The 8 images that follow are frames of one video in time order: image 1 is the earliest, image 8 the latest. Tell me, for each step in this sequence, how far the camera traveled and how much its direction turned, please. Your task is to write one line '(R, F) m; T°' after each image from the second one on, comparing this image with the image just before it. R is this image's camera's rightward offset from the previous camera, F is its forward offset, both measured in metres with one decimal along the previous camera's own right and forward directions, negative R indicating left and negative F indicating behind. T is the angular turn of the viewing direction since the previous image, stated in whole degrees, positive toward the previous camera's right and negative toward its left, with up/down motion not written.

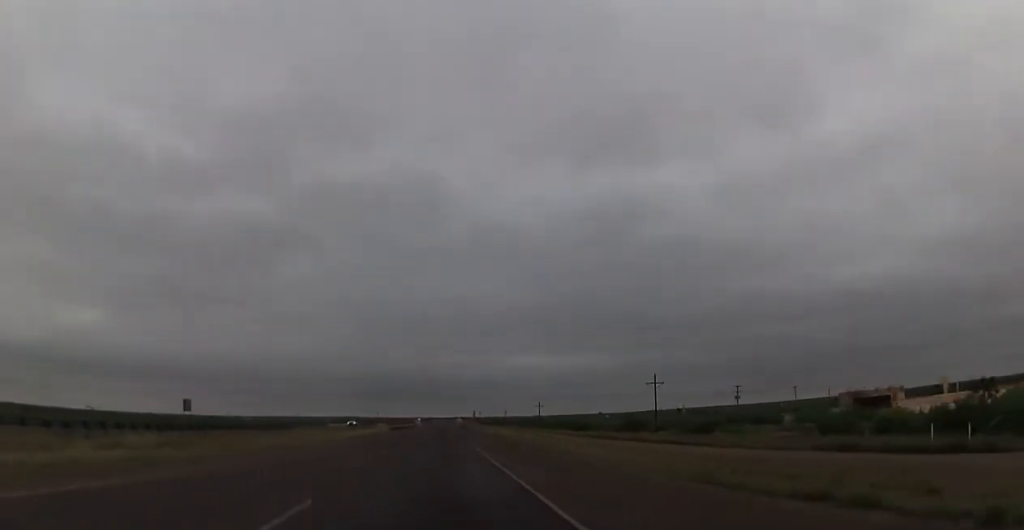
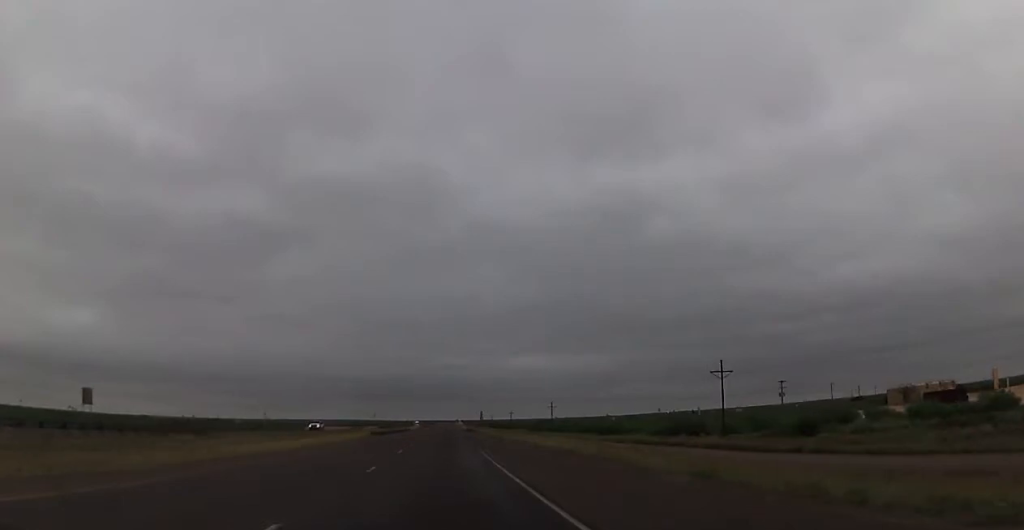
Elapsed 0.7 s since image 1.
(+0.3, +26.9) m; 0°
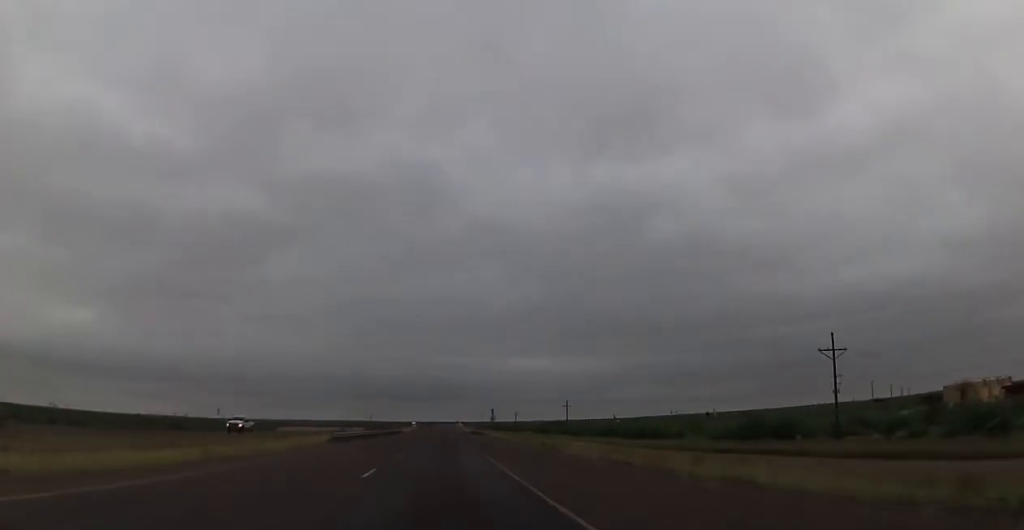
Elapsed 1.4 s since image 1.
(-0.5, +25.6) m; -1°
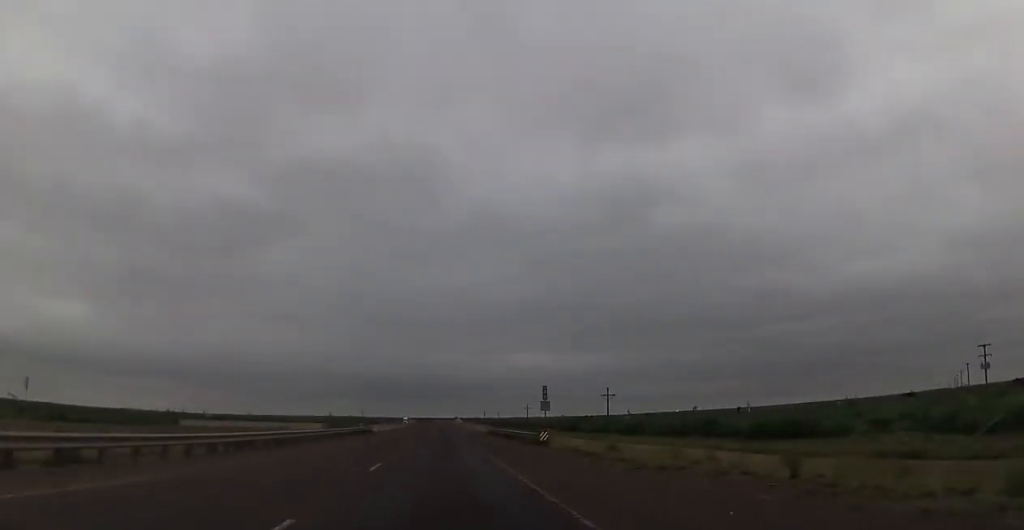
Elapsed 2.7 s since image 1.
(-0.3, +47.6) m; 0°
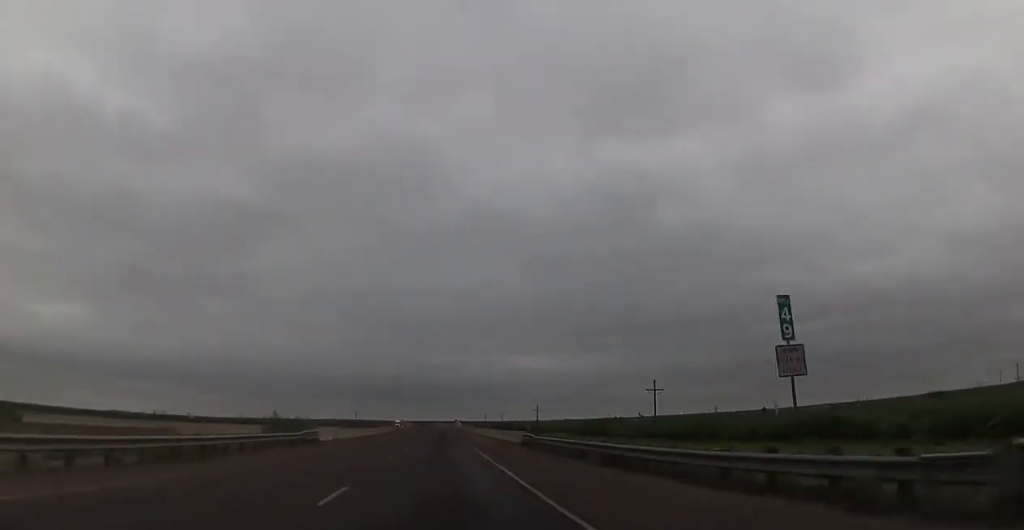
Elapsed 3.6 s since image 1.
(+0.3, +31.8) m; +1°
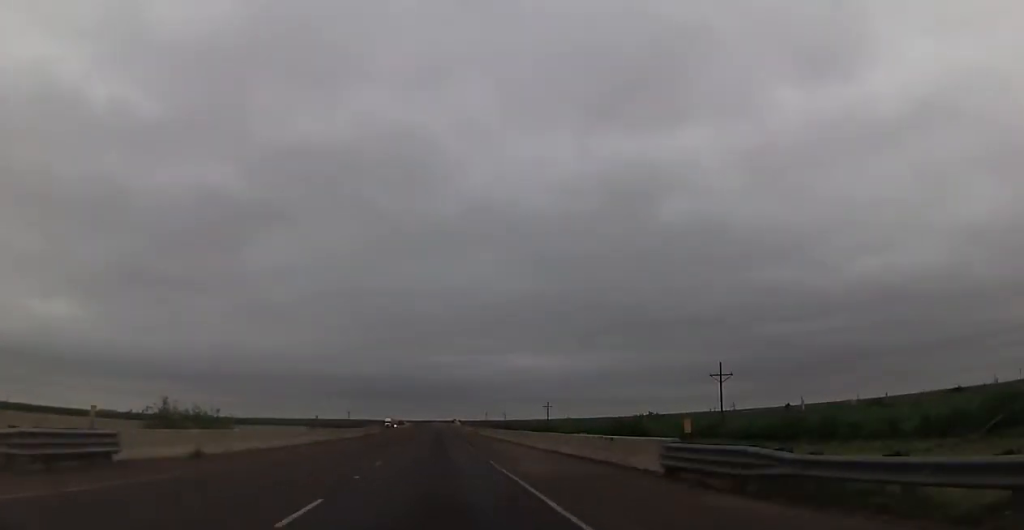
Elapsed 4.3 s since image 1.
(+0.1, +26.8) m; 0°
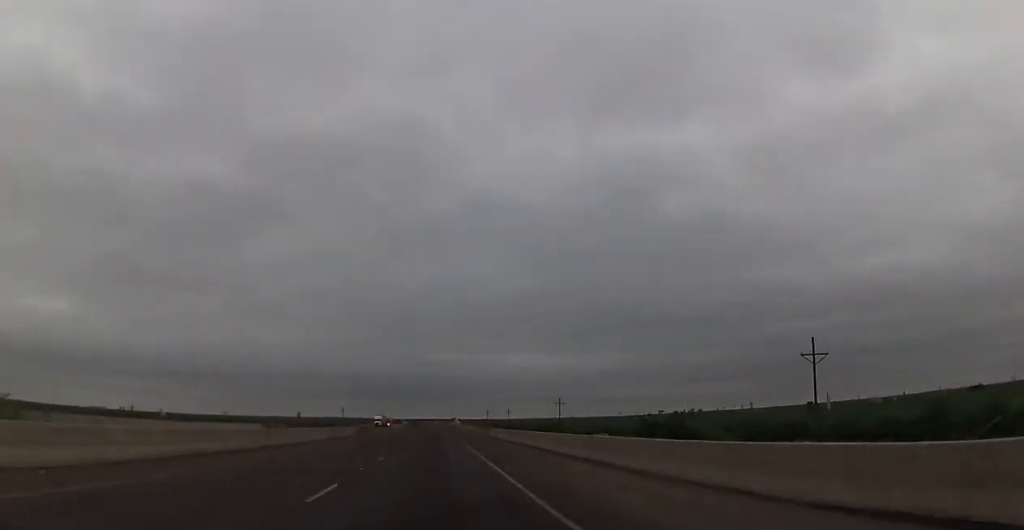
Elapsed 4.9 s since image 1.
(0.0, +22.0) m; 0°
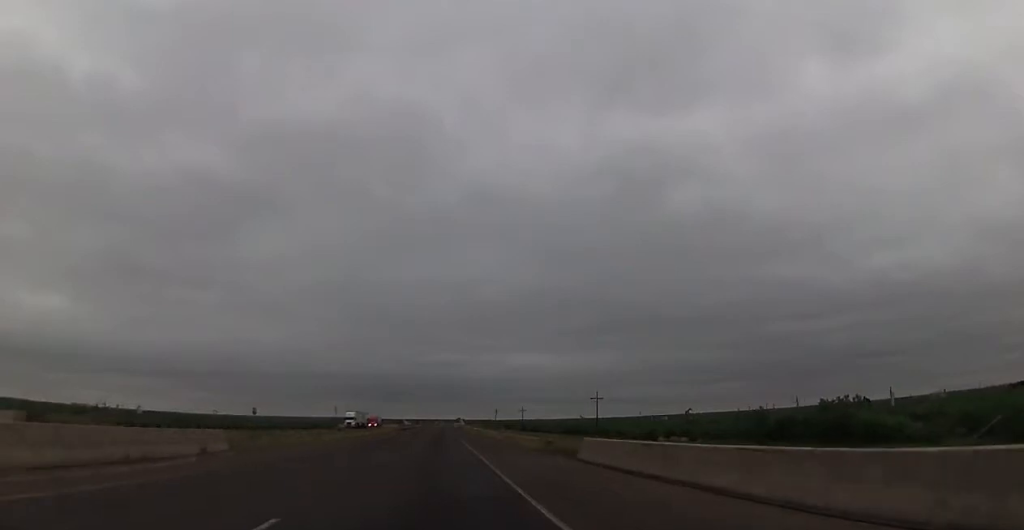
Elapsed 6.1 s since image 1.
(0.0, +41.6) m; 0°
